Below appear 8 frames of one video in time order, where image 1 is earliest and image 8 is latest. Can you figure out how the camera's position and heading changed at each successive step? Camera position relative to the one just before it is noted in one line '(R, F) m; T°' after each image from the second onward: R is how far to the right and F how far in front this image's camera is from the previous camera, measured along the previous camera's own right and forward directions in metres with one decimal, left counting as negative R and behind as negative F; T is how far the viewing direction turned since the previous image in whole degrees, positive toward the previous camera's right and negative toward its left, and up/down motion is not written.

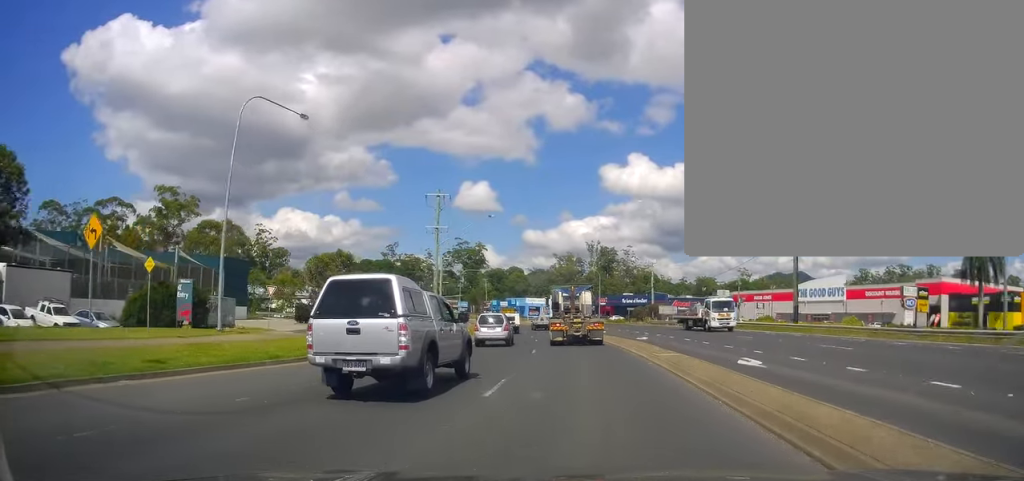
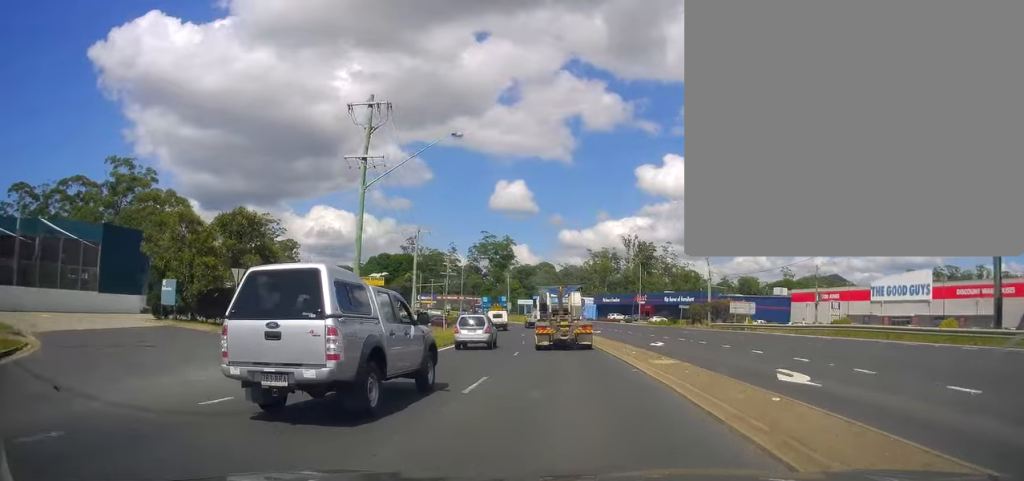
(+0.5, +24.3) m; -1°
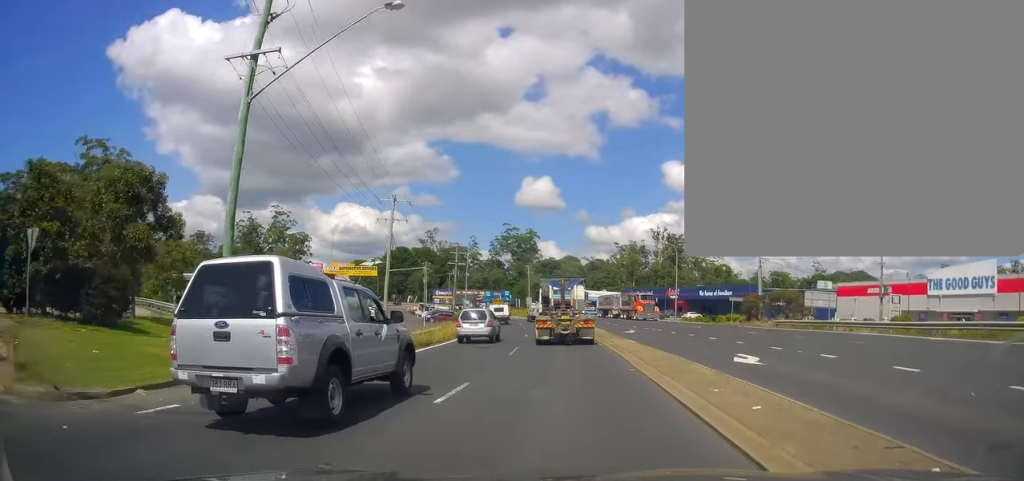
(-0.5, +13.5) m; -3°
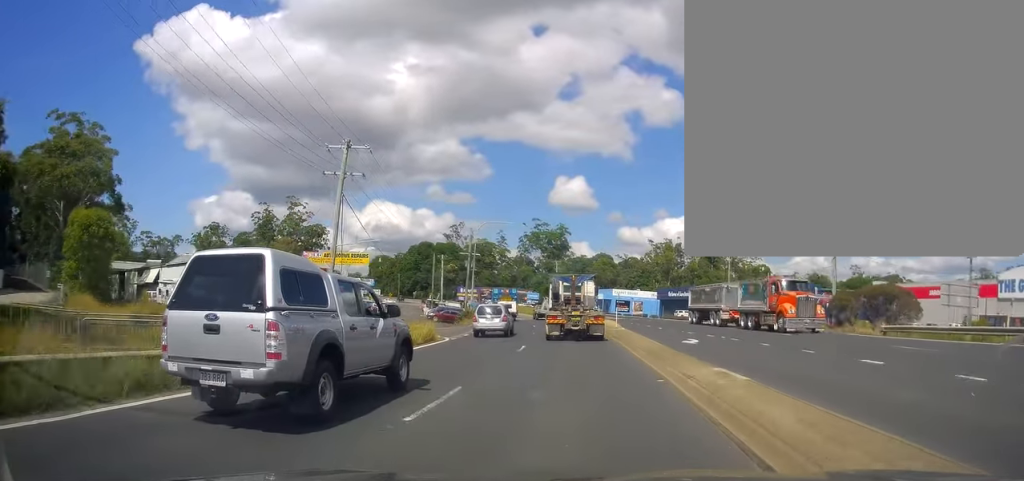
(-0.4, +14.0) m; -2°
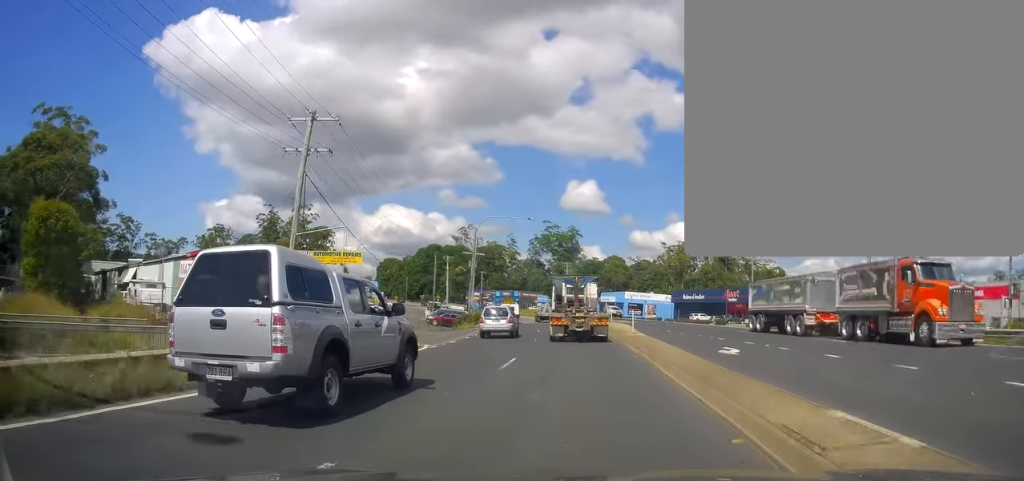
(-0.1, +5.4) m; 0°
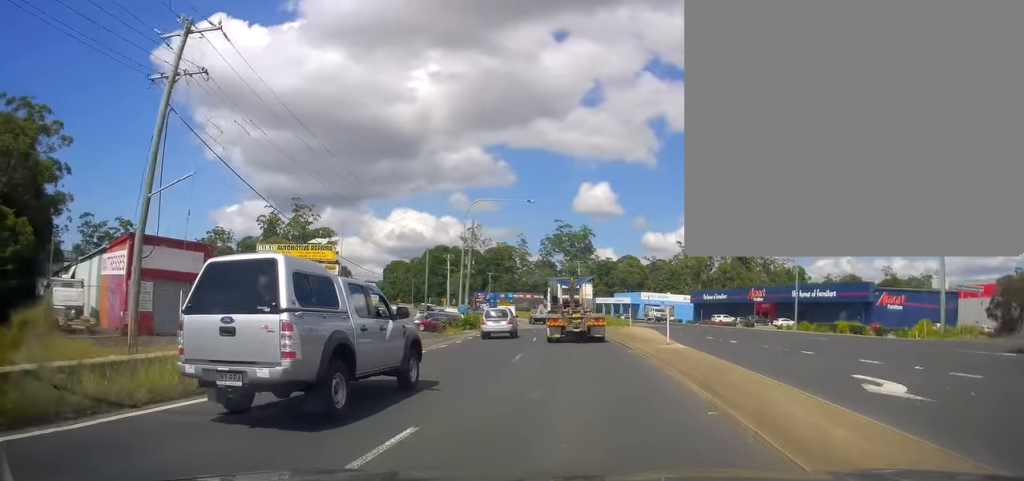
(+0.5, +10.0) m; -4°
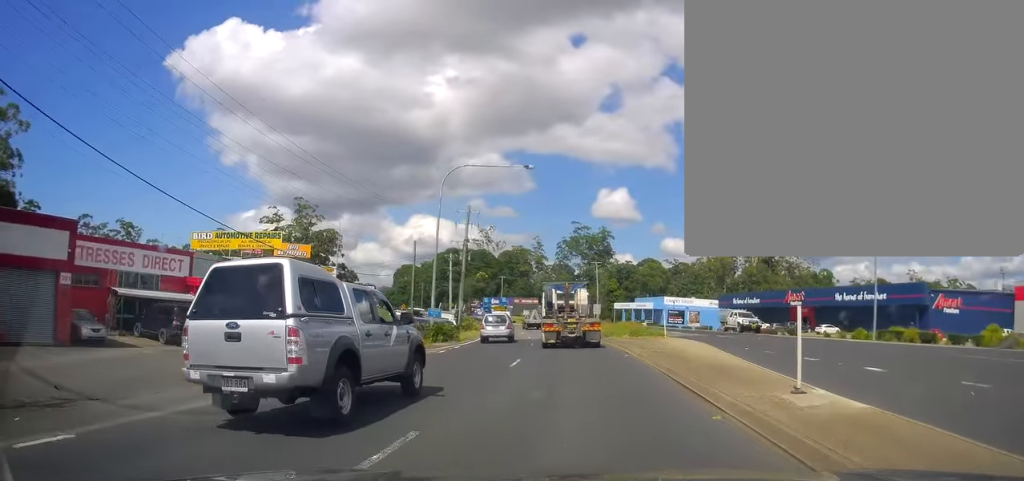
(-1.3, +11.8) m; -4°
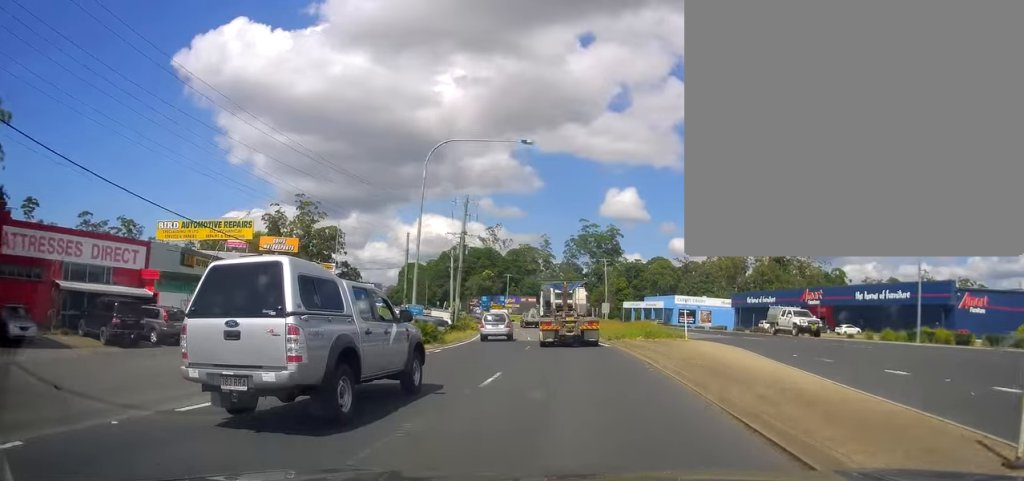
(+0.2, +4.9) m; +1°
